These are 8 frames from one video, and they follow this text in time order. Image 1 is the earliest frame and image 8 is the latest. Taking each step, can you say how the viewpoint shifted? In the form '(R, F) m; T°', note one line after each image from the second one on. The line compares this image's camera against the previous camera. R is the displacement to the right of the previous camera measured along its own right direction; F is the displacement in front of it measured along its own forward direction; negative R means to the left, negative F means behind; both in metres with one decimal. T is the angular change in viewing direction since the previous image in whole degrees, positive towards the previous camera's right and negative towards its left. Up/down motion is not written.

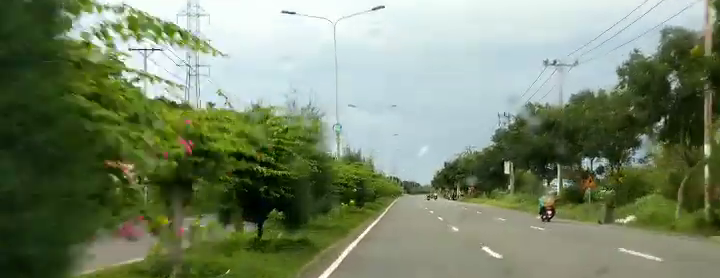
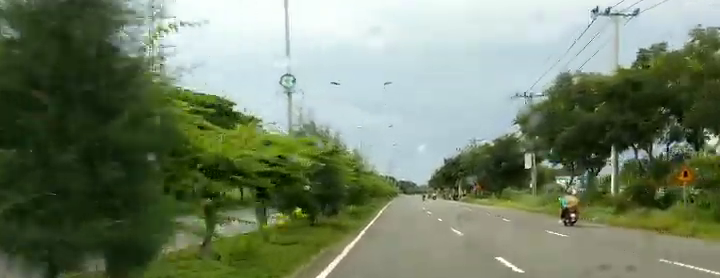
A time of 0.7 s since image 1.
(+0.5, +15.5) m; +2°
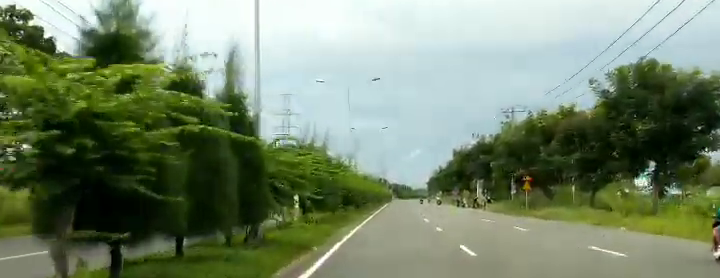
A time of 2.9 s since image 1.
(+0.9, +44.3) m; +2°
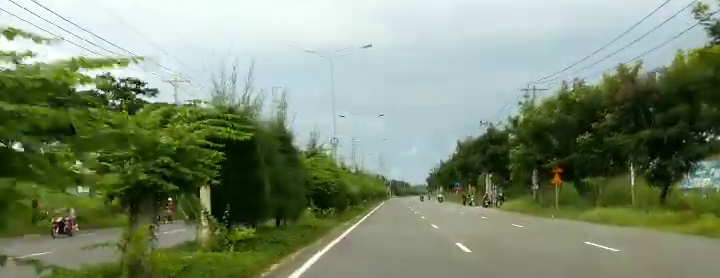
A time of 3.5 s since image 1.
(0.0, +12.0) m; -1°
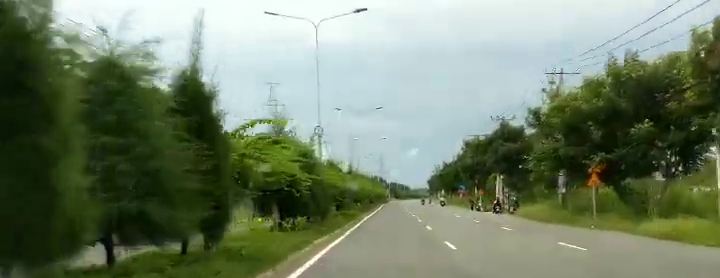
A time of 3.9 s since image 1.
(0.0, +9.3) m; 0°
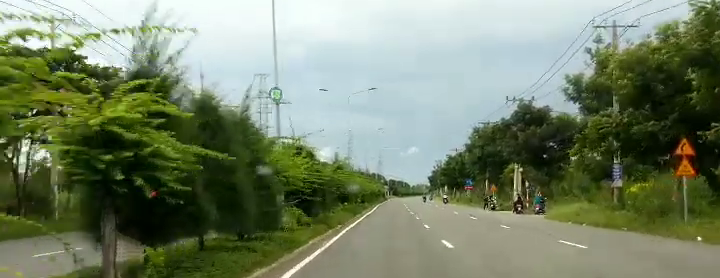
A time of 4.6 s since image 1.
(-0.2, +12.3) m; -1°
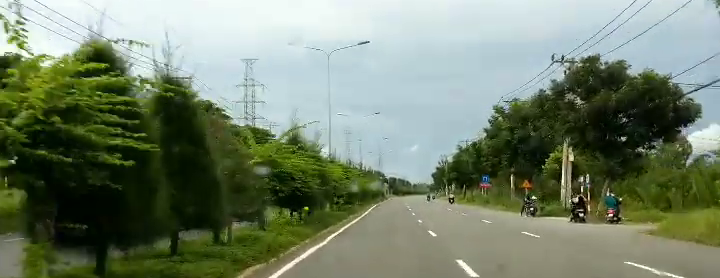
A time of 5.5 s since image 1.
(0.0, +18.5) m; -1°
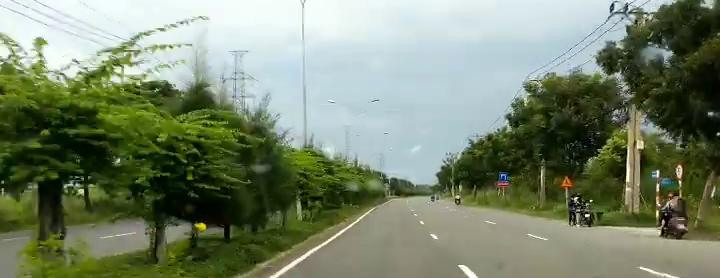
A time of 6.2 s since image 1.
(-0.1, +12.5) m; -1°
